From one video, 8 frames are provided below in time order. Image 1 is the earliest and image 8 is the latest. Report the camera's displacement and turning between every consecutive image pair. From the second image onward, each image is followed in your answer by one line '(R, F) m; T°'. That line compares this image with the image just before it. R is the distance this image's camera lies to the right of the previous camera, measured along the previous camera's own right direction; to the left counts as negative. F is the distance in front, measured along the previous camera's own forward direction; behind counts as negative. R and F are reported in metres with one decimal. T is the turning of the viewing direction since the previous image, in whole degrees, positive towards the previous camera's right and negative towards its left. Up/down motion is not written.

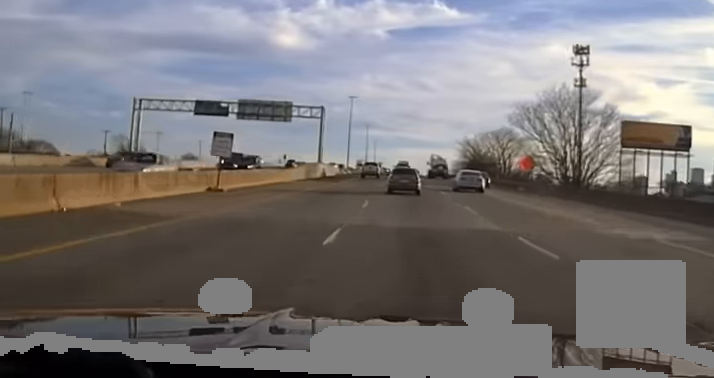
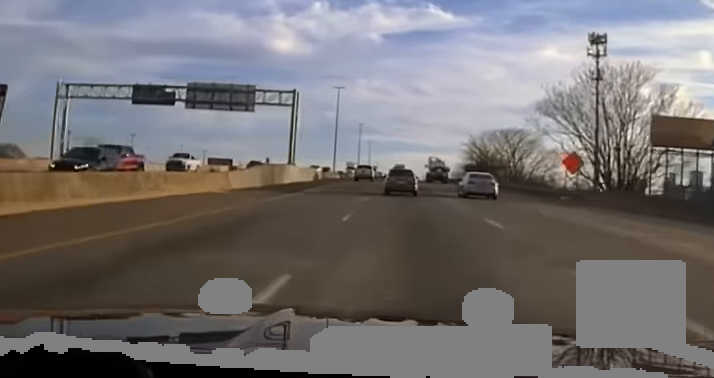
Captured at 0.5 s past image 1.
(0.0, +17.6) m; 0°
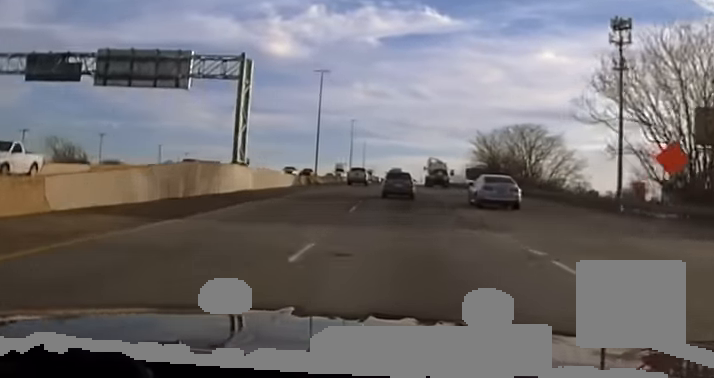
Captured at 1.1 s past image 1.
(0.0, +19.6) m; 0°
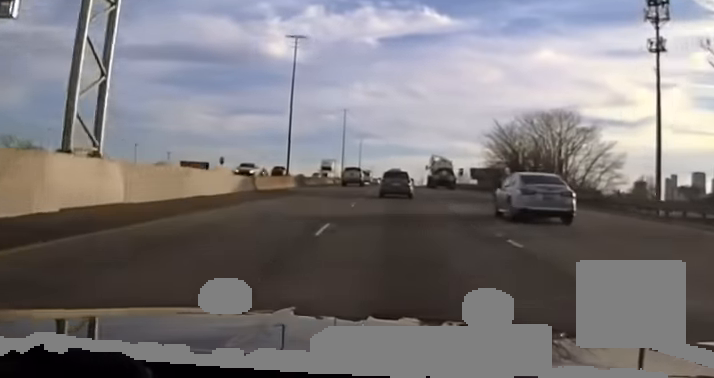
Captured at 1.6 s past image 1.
(0.0, +21.6) m; 0°
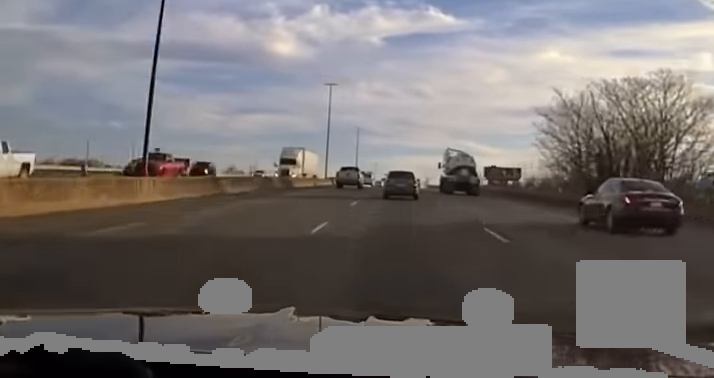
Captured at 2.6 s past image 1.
(+0.1, +37.4) m; 0°
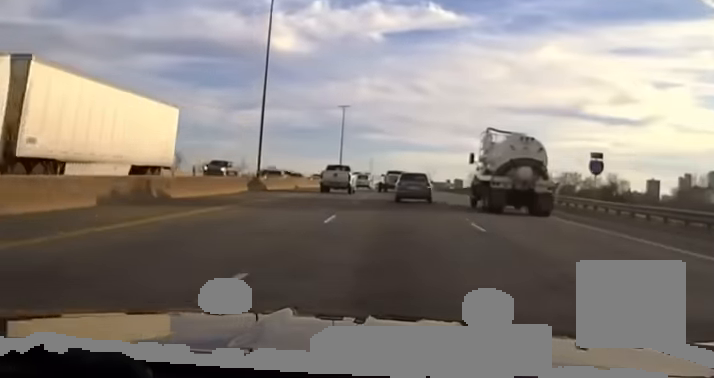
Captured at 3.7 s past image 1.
(-0.1, +51.9) m; 0°
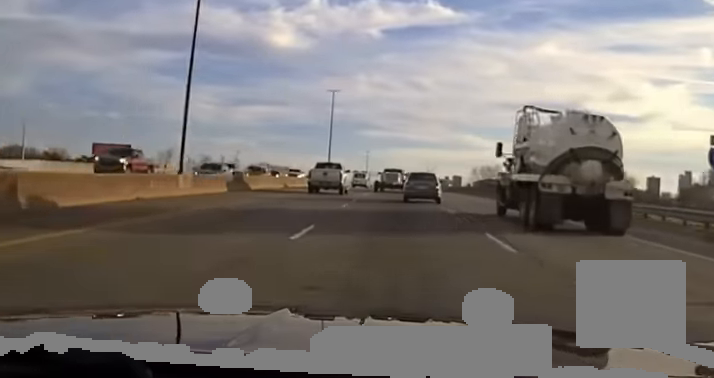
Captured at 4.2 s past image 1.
(-0.1, +20.4) m; 0°
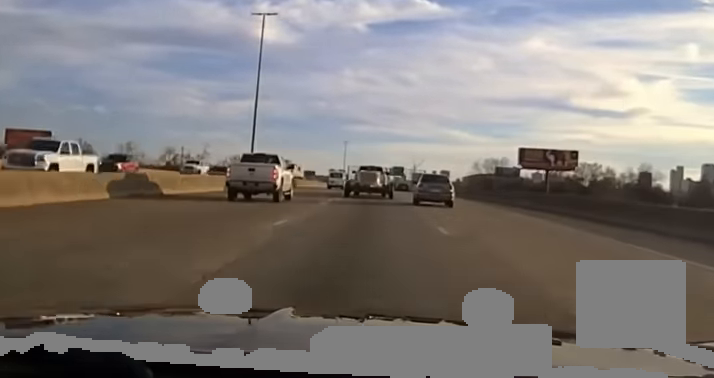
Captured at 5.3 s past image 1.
(+0.5, +48.2) m; +1°
